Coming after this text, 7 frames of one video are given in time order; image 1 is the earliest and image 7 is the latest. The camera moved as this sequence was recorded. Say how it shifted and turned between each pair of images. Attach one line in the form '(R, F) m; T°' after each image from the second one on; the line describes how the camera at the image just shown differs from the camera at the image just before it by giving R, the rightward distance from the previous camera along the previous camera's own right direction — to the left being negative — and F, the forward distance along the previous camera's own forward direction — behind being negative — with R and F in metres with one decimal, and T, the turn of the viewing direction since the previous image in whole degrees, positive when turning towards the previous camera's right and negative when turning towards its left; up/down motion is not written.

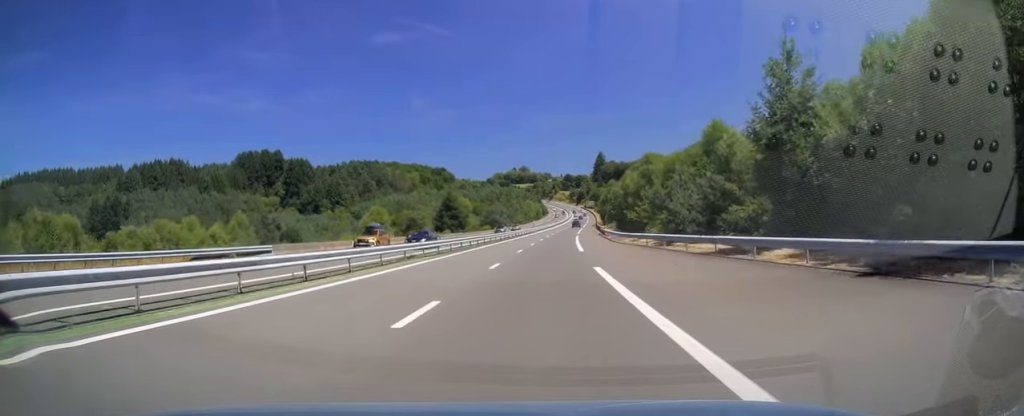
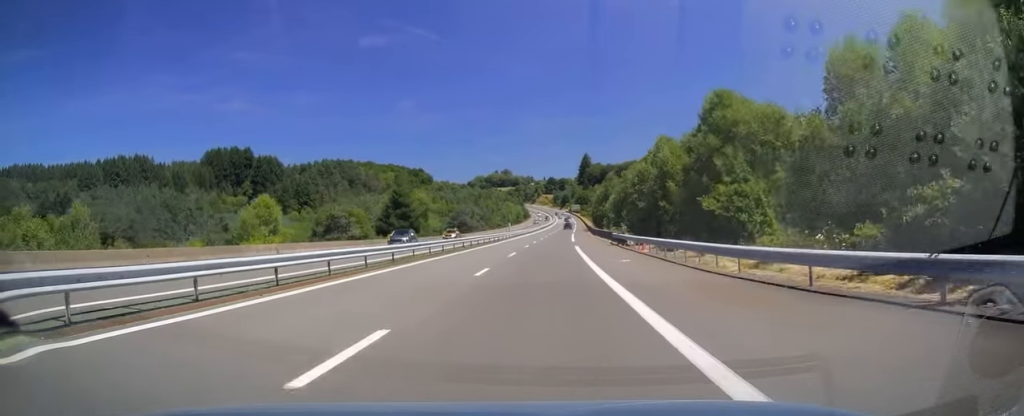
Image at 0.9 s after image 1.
(+0.1, +29.6) m; +1°
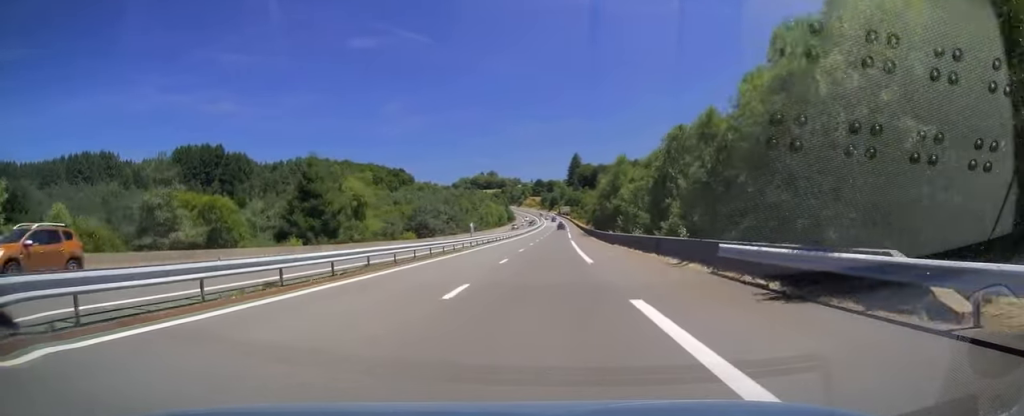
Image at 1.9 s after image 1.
(+0.7, +31.6) m; +2°
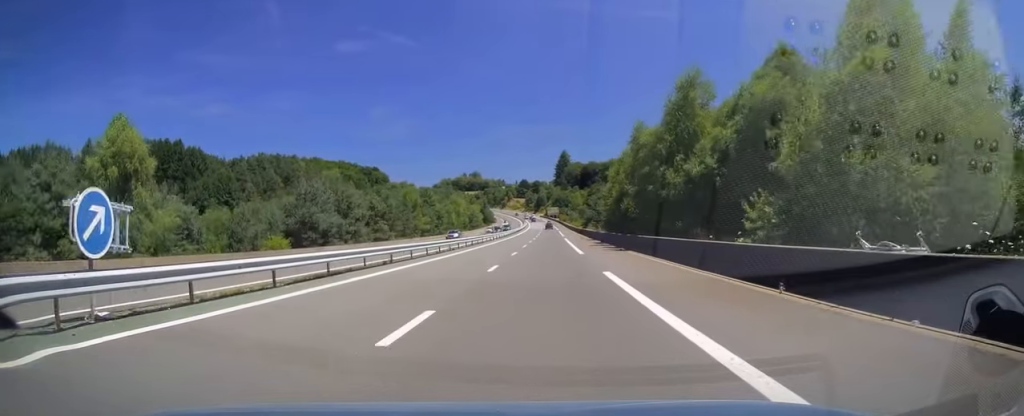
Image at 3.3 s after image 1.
(+0.4, +44.4) m; +1°
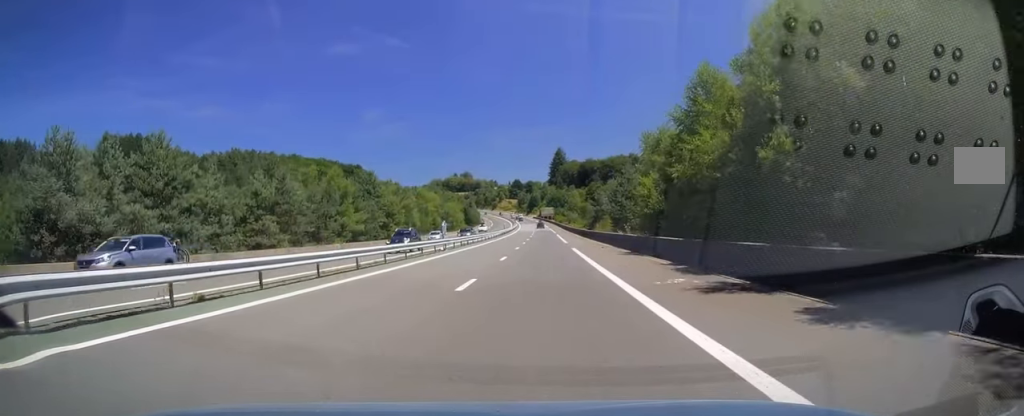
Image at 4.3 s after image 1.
(+0.3, +32.6) m; +1°
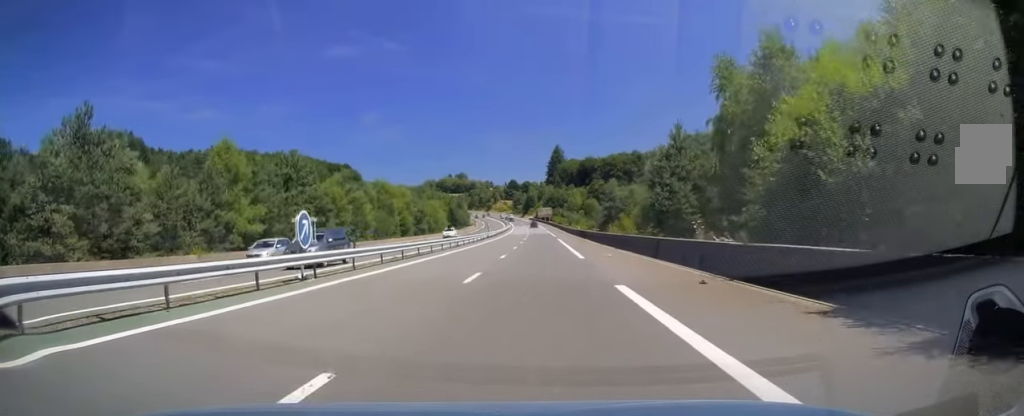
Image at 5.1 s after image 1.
(0.0, +24.0) m; 0°
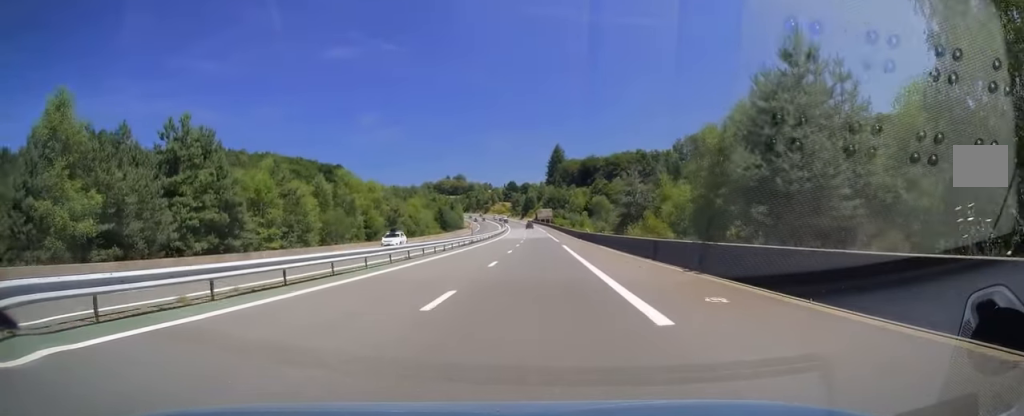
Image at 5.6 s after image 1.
(0.0, +18.1) m; -1°
